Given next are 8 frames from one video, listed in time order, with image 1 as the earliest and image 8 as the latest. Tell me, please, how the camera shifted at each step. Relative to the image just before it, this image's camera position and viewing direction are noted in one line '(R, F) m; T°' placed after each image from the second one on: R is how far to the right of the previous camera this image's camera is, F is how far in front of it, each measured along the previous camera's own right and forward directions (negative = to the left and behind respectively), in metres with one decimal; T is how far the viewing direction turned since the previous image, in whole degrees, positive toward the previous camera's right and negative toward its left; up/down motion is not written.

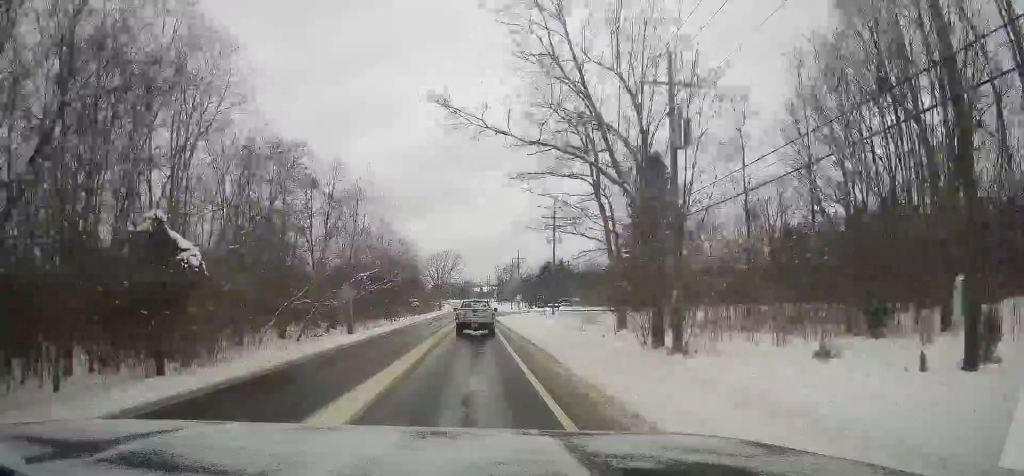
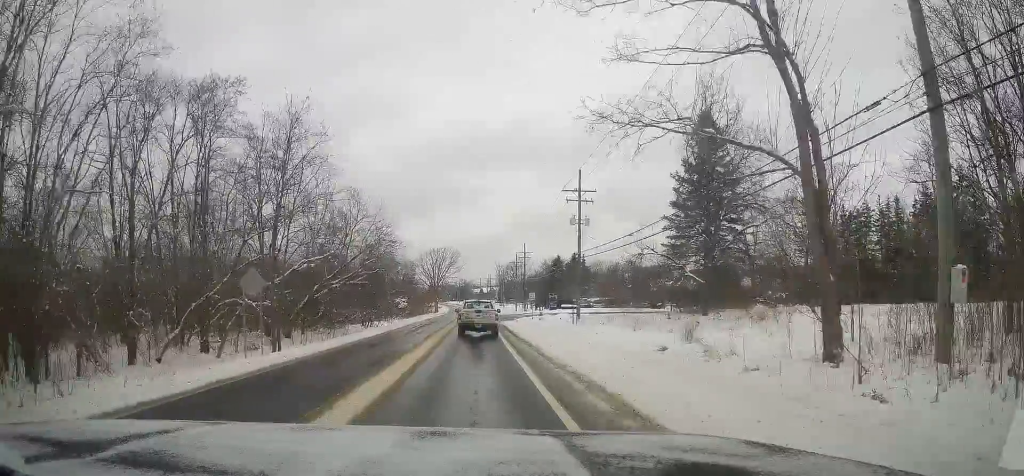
(-0.2, +17.0) m; 0°
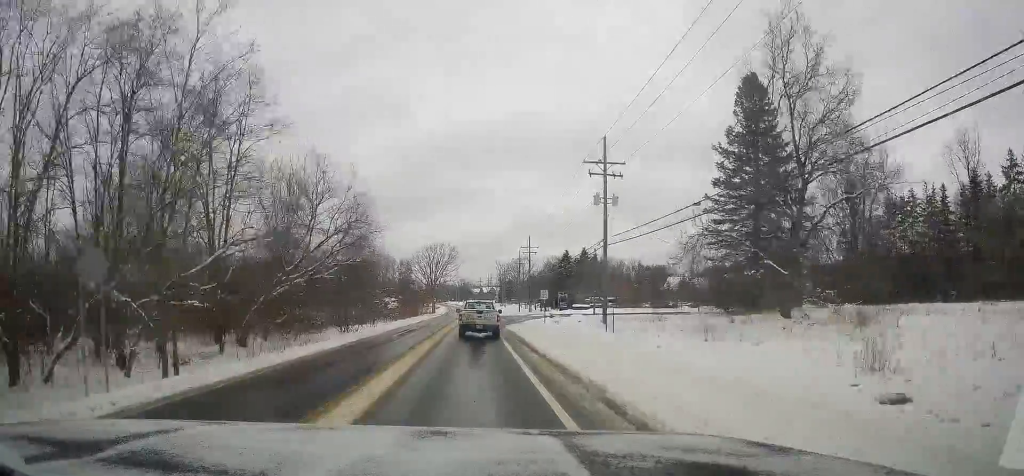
(0.0, +10.7) m; 0°
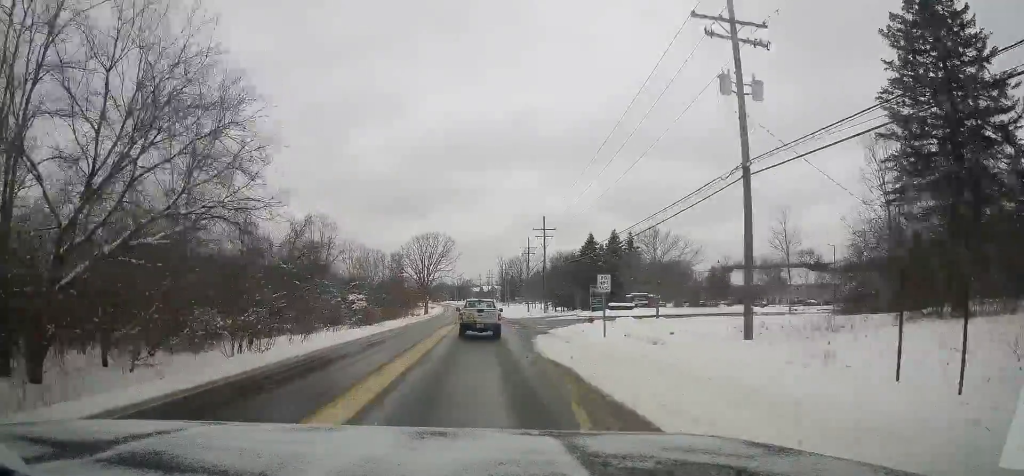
(+0.3, +22.8) m; 0°
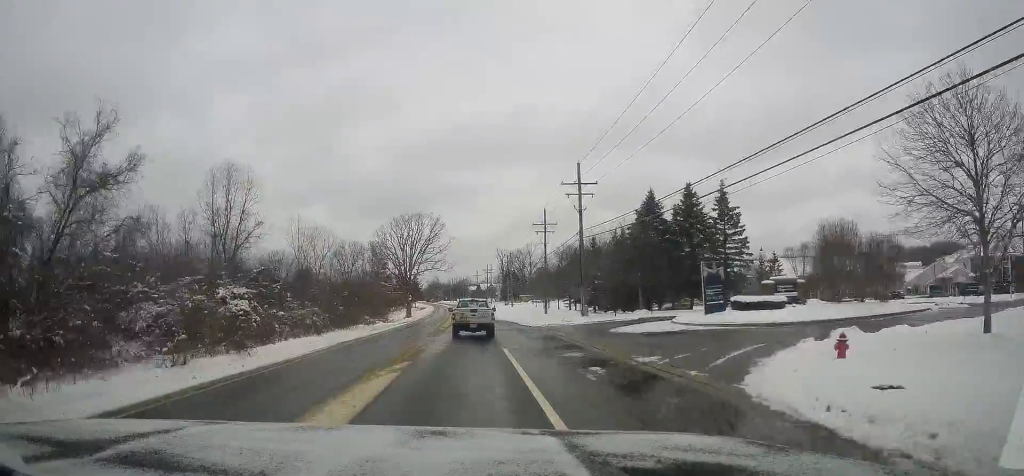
(-0.4, +30.1) m; -1°
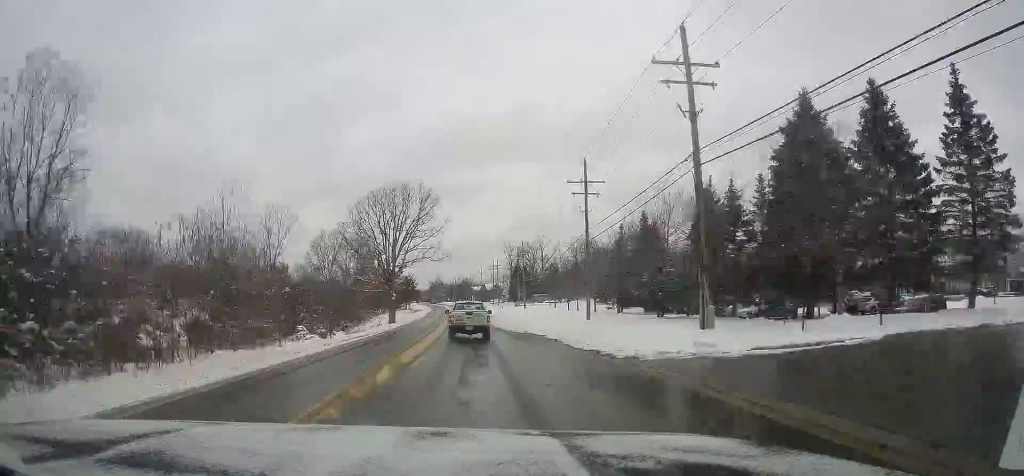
(-0.1, +25.6) m; +1°
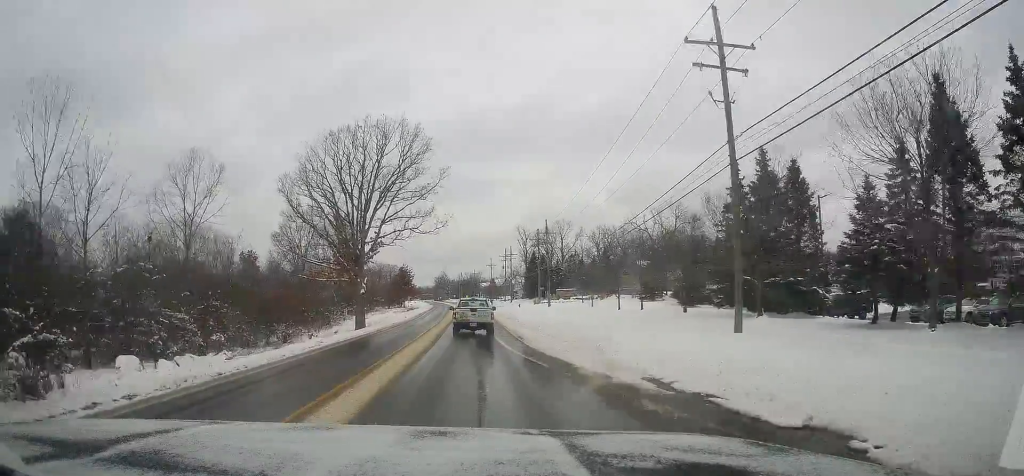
(0.0, +26.5) m; -1°
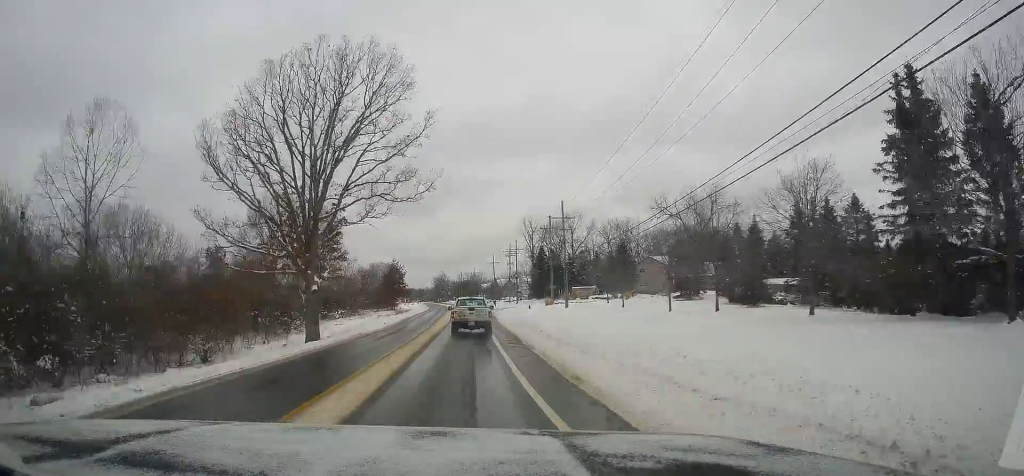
(-0.3, +15.8) m; -1°
